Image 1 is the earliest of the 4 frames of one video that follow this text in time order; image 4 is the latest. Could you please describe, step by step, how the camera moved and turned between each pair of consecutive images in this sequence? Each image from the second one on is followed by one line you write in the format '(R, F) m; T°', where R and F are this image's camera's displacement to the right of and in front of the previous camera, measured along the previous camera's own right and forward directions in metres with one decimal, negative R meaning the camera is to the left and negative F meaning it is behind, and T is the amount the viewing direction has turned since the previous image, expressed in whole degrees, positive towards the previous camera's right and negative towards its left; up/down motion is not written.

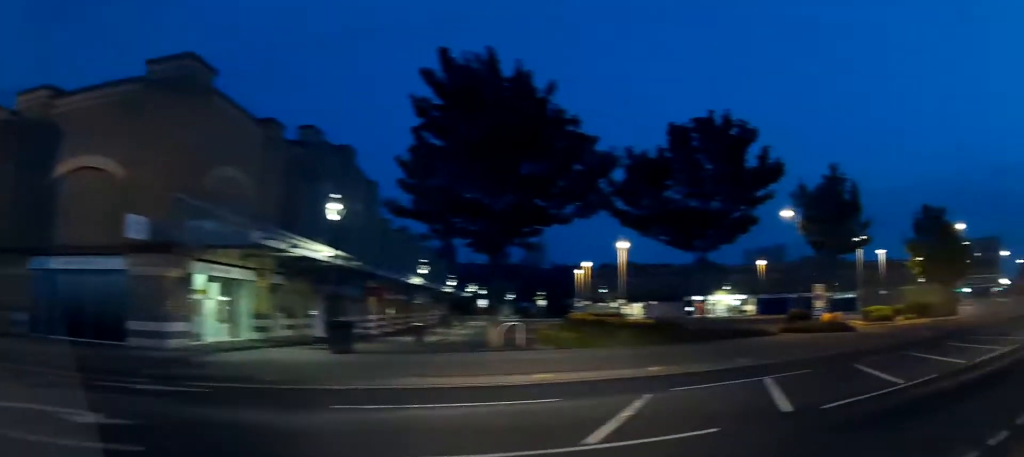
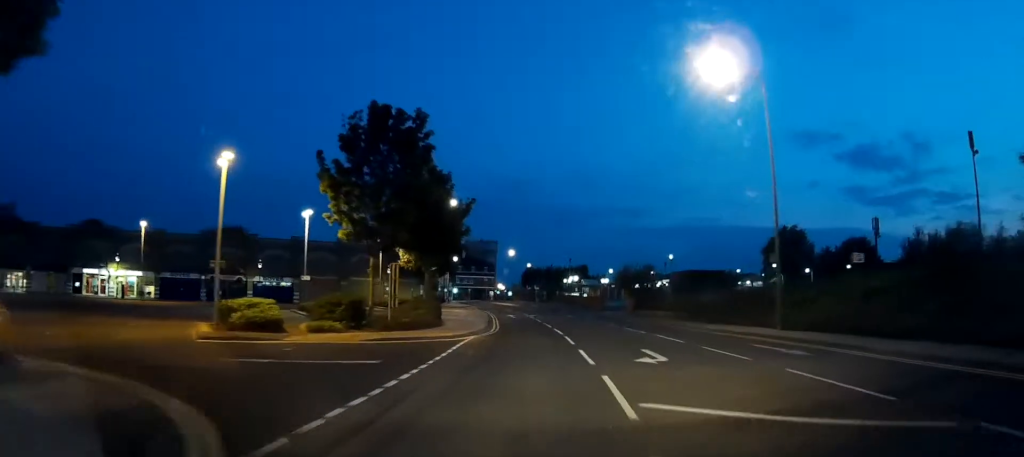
(+14.7, +18.6) m; +50°
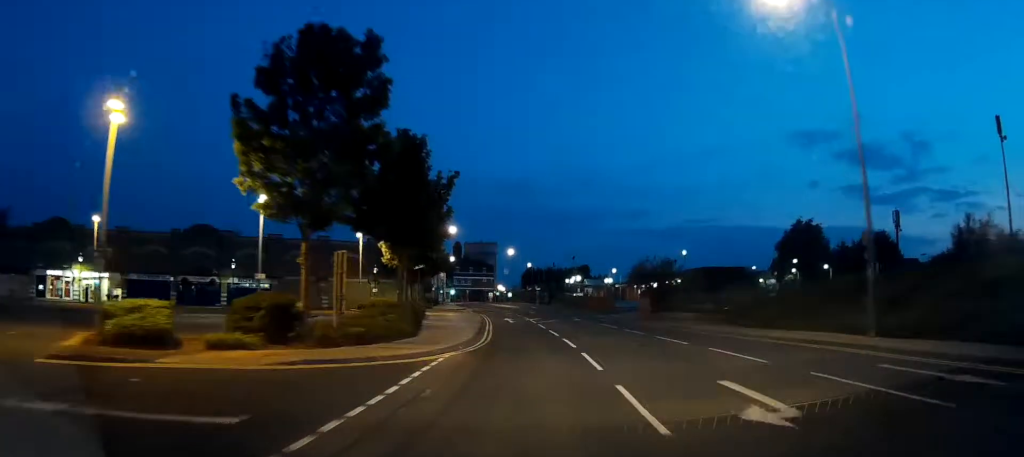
(+0.2, +6.6) m; +1°
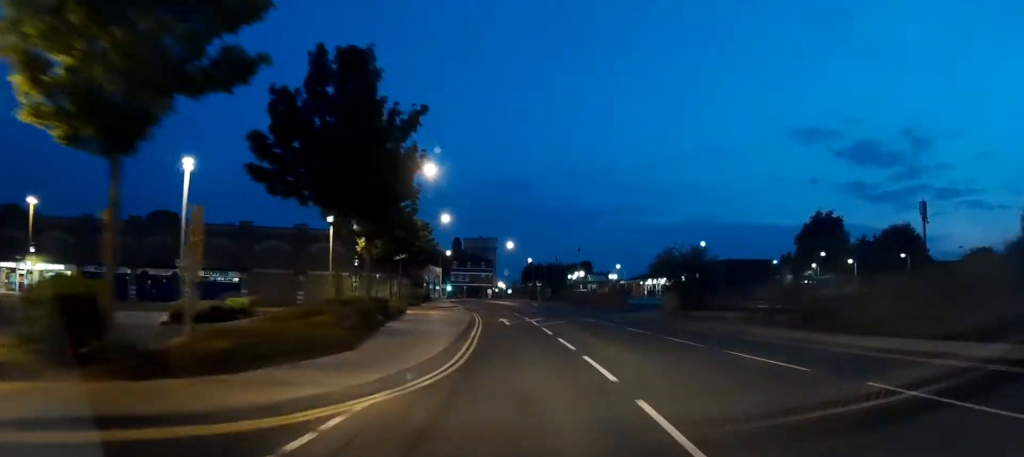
(+0.1, +7.4) m; -1°
